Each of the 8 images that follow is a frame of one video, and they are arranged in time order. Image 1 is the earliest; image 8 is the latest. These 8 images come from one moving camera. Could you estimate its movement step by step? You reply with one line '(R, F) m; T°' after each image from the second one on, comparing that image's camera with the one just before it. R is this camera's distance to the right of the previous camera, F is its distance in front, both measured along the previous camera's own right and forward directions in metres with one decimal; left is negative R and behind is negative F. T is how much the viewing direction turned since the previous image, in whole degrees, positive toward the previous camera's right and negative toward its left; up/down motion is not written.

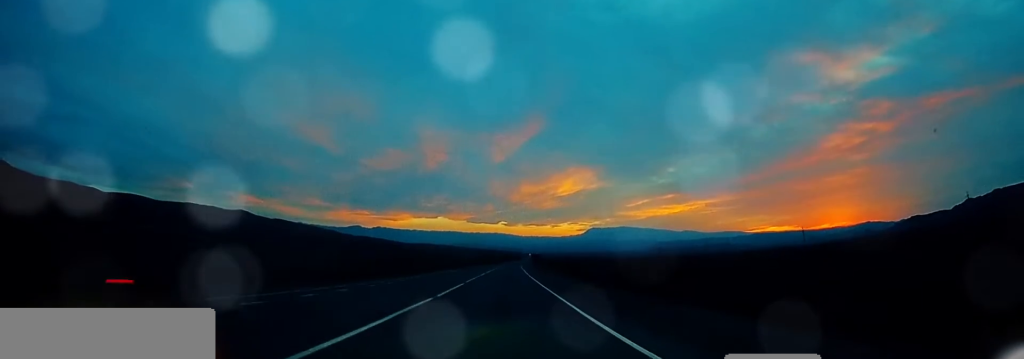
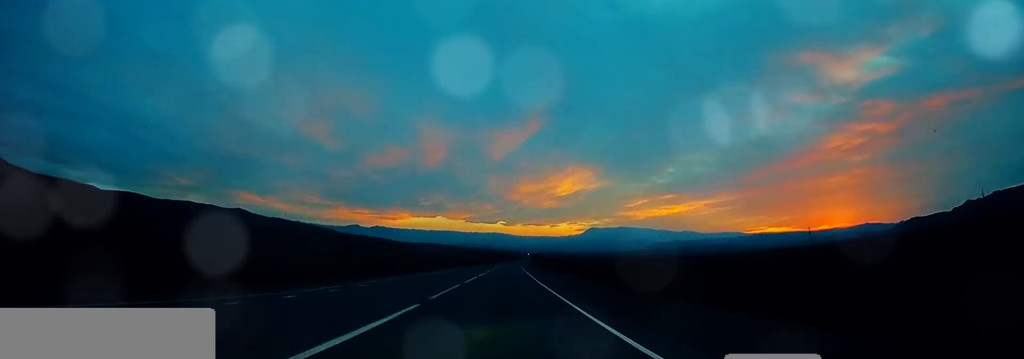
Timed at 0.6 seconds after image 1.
(+0.8, +12.9) m; 0°
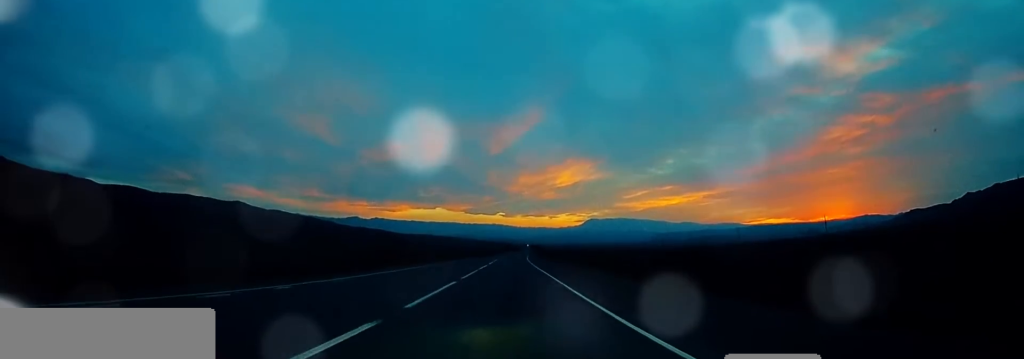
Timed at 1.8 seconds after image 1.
(-0.3, +27.7) m; 0°
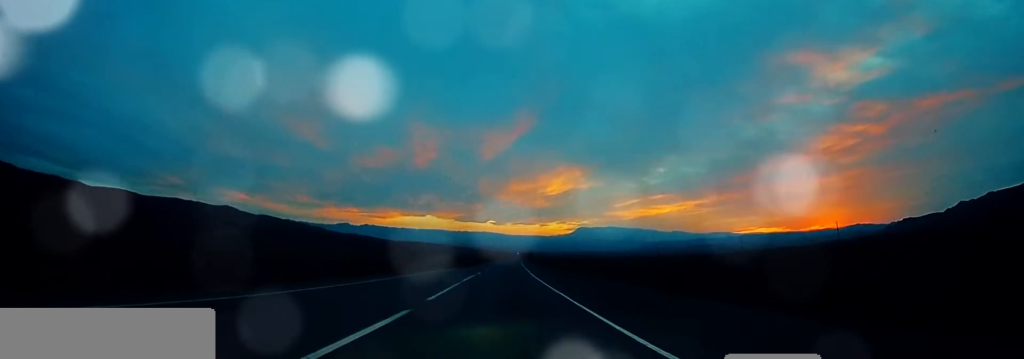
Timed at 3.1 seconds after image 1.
(+1.2, +31.5) m; +1°
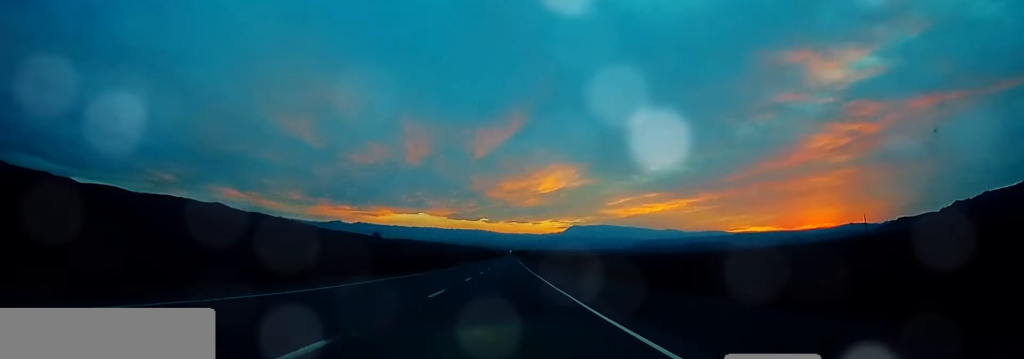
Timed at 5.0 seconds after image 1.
(+0.6, +46.5) m; +1°
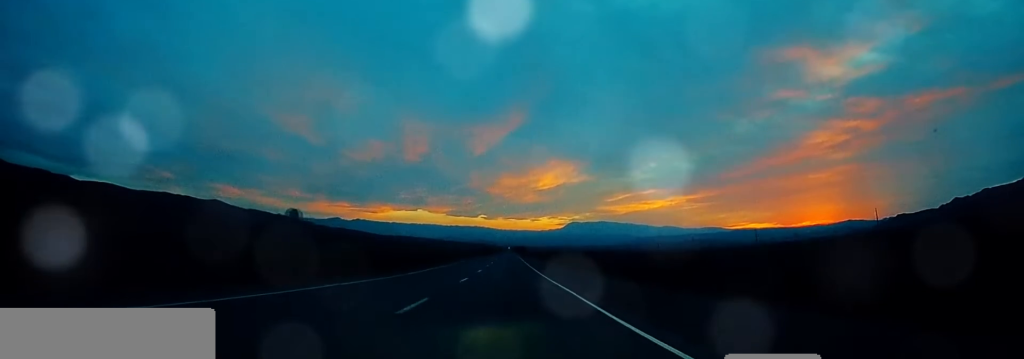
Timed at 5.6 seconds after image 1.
(-0.9, +15.9) m; 0°
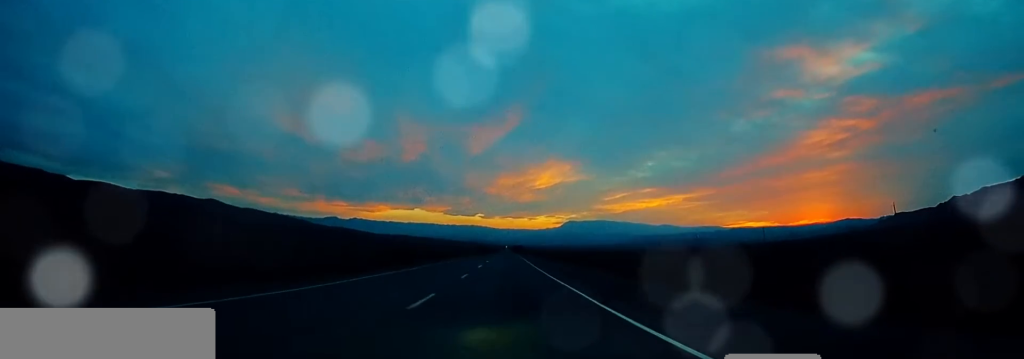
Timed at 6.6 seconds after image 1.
(+0.1, +23.7) m; 0°
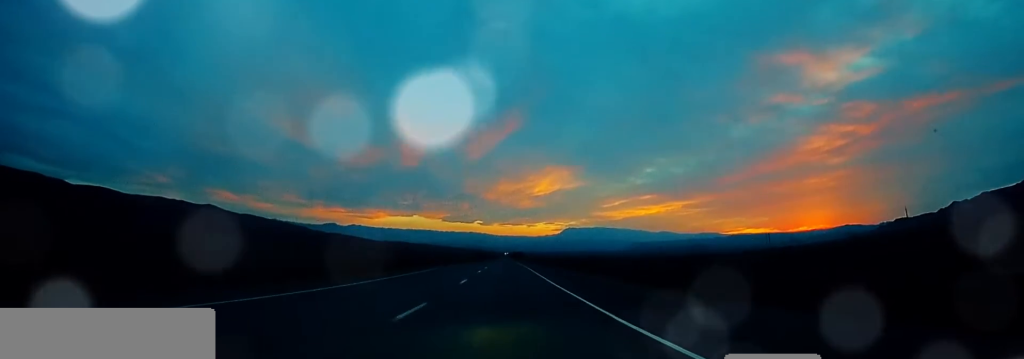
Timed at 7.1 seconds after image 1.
(+0.8, +12.8) m; 0°
